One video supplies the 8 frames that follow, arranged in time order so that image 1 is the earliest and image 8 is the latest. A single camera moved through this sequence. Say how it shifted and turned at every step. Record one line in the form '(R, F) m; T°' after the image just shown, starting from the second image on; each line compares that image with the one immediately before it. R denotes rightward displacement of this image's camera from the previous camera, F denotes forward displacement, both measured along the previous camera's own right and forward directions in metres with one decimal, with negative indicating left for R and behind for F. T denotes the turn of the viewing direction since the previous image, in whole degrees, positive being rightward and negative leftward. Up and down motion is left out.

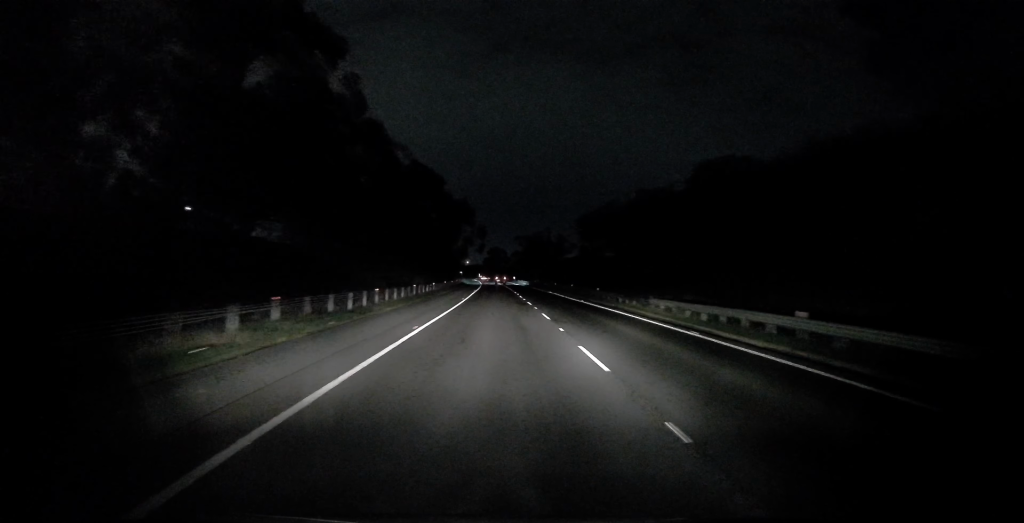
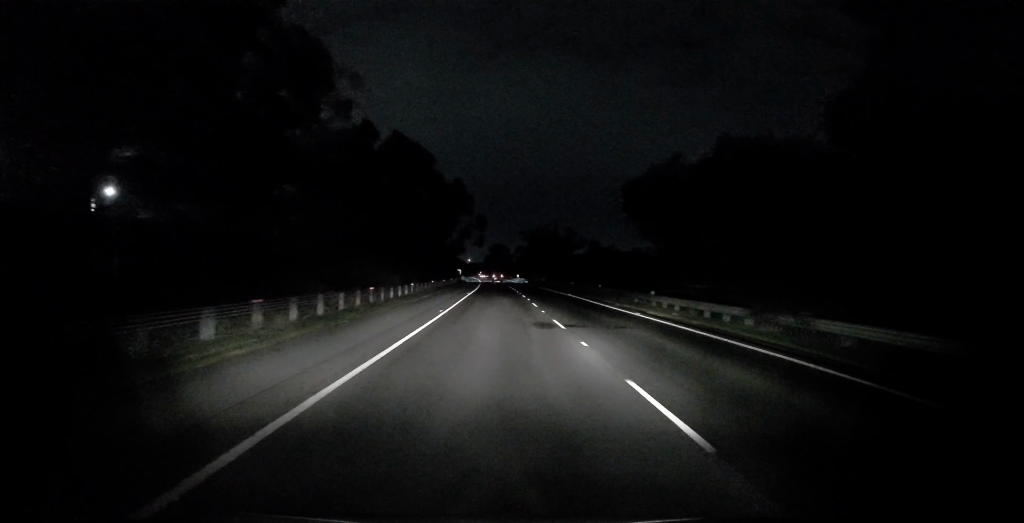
(+0.1, +19.2) m; 0°
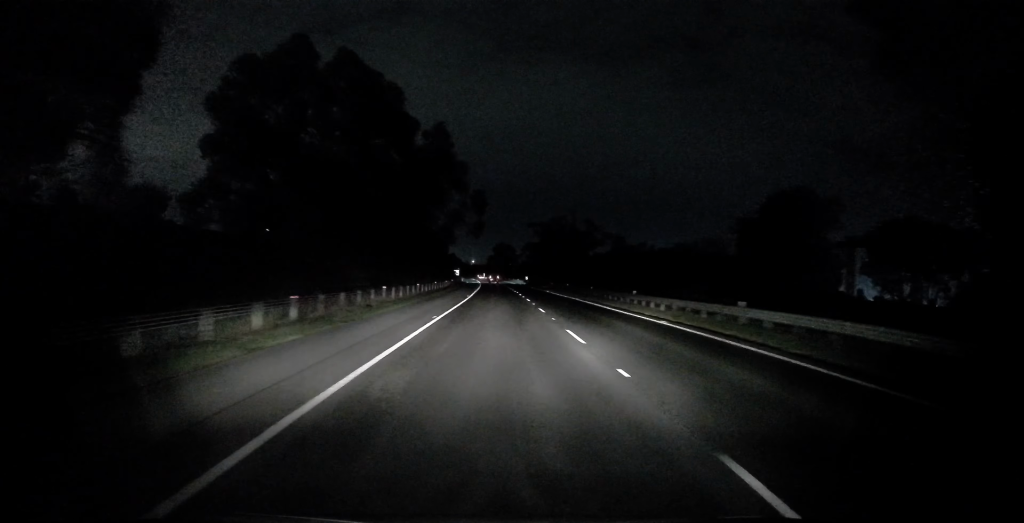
(-0.2, +31.0) m; 0°
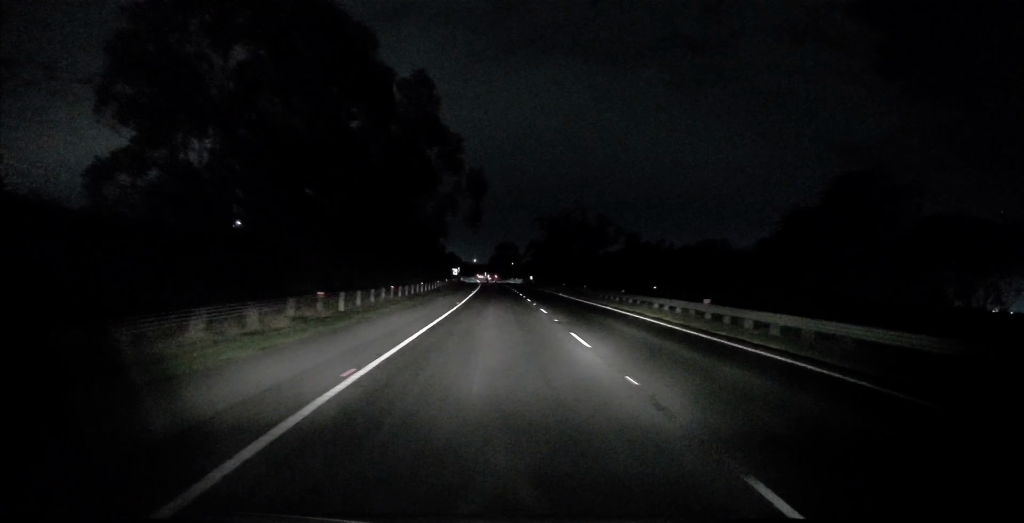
(+0.1, +13.8) m; 0°
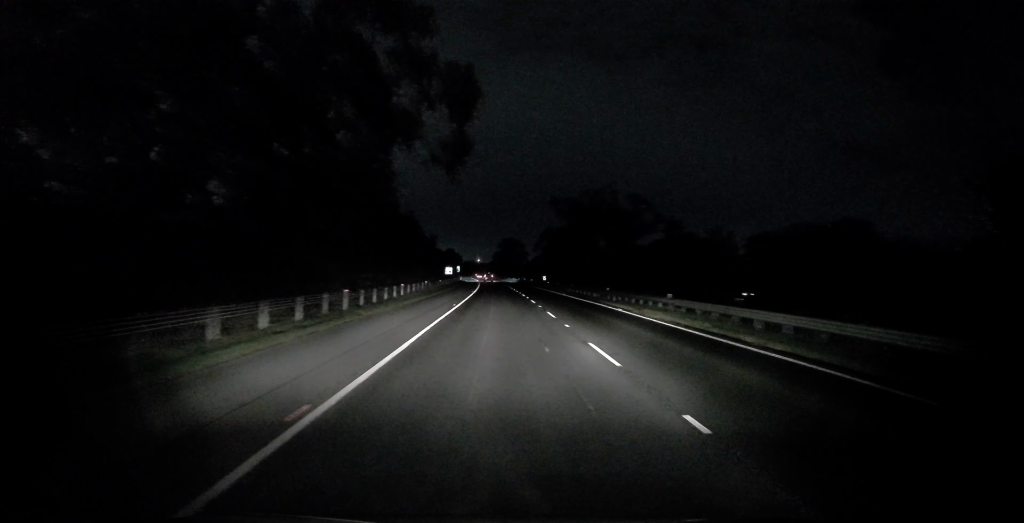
(0.0, +27.0) m; -1°
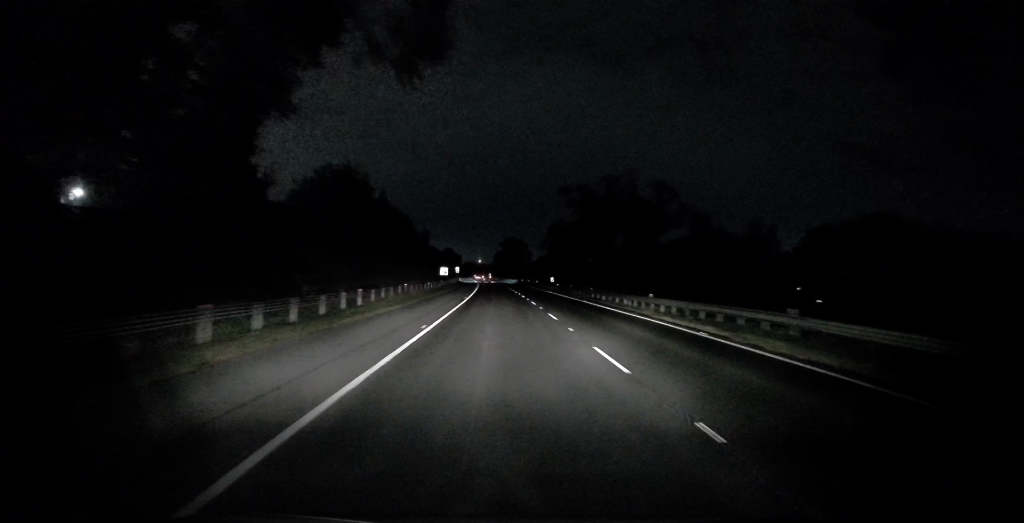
(-0.1, +11.8) m; +1°
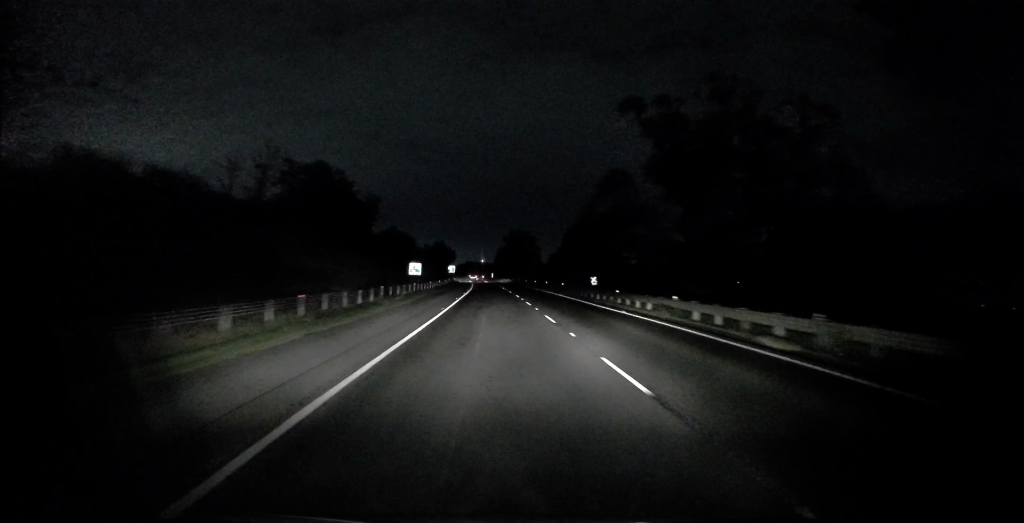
(+1.1, +36.5) m; +1°
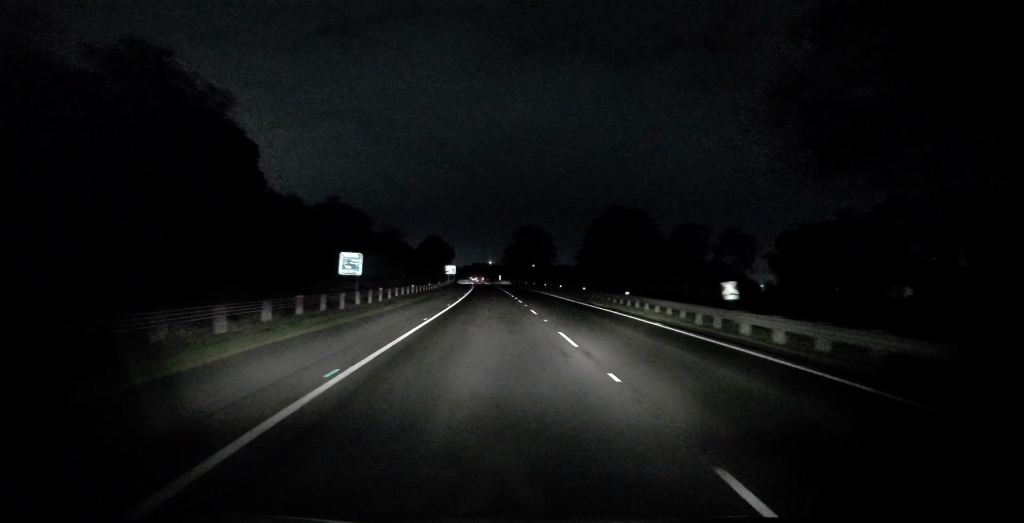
(-1.0, +28.3) m; -2°
